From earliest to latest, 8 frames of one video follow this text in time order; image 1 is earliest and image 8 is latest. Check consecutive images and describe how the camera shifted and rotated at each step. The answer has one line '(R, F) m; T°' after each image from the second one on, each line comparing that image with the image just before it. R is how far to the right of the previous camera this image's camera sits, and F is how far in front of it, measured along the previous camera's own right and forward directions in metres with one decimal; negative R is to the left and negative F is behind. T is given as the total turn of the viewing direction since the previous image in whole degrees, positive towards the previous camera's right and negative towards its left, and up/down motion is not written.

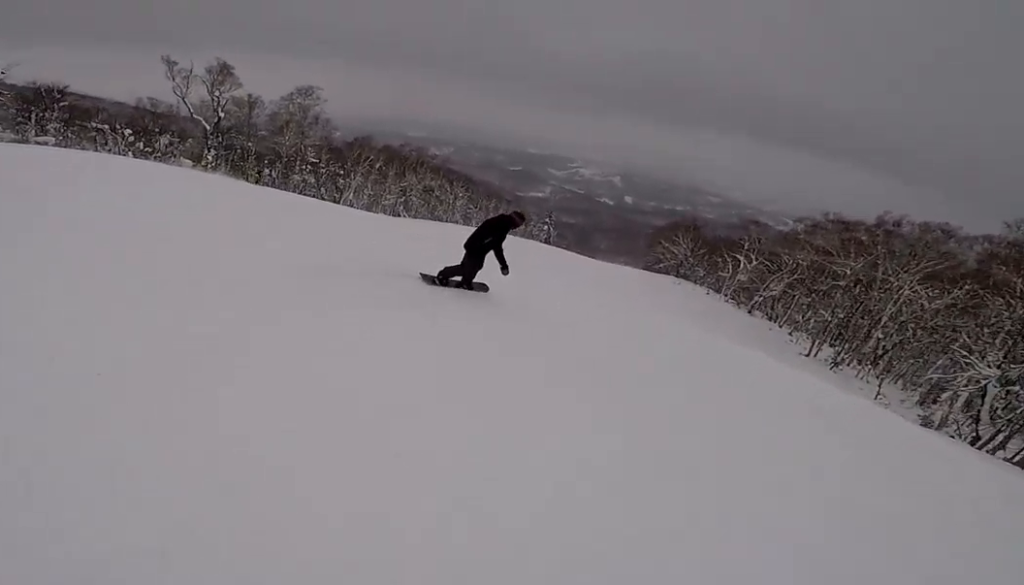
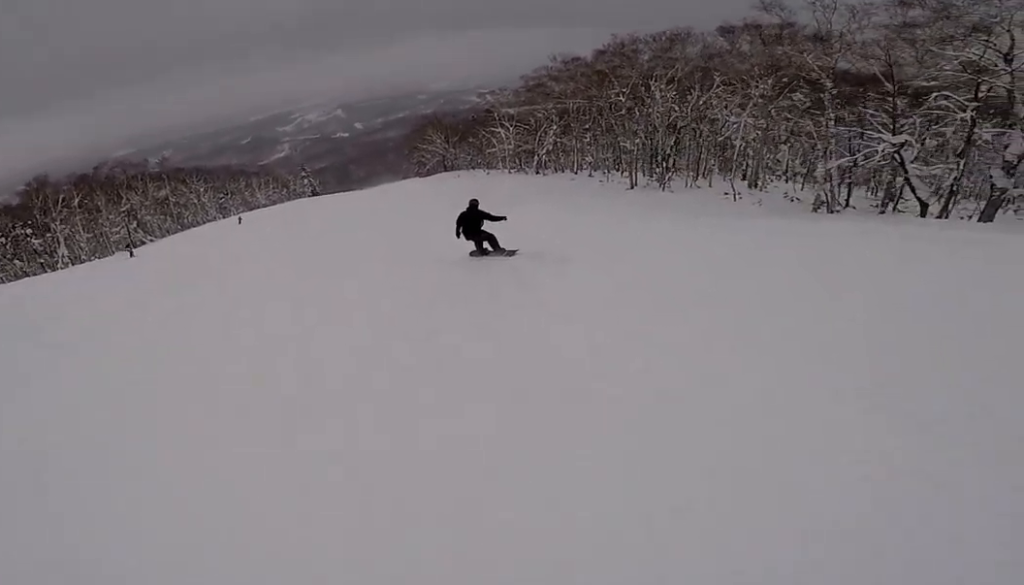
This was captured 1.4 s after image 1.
(+1.5, +13.6) m; +11°
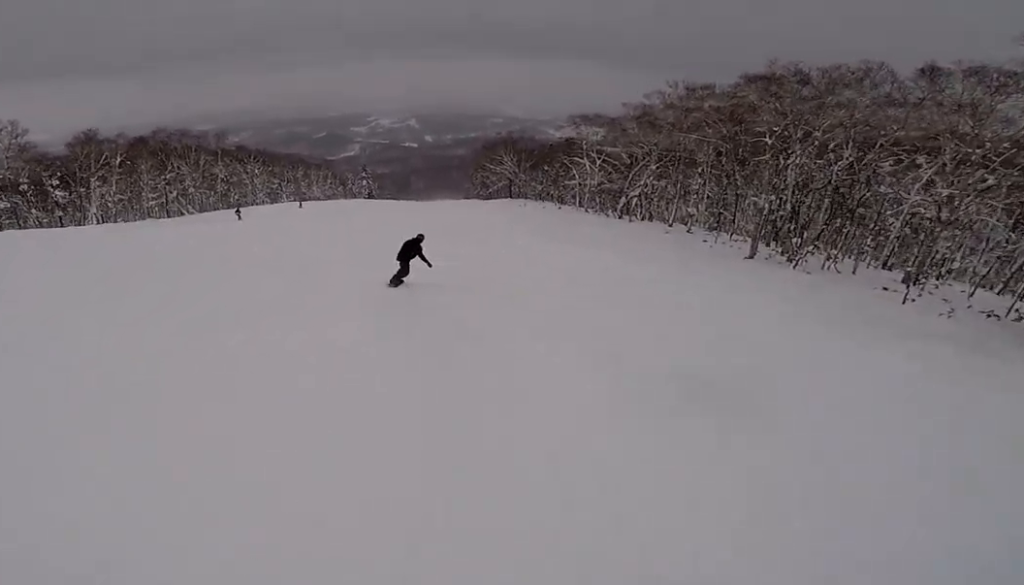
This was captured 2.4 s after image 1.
(+0.4, +10.3) m; -3°
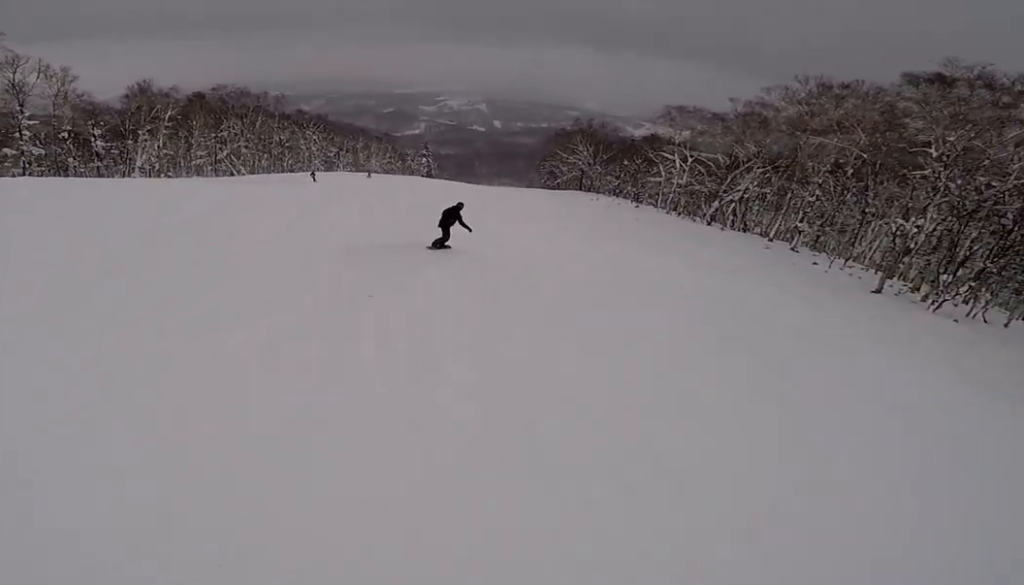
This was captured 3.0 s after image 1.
(-0.1, +5.8) m; -5°
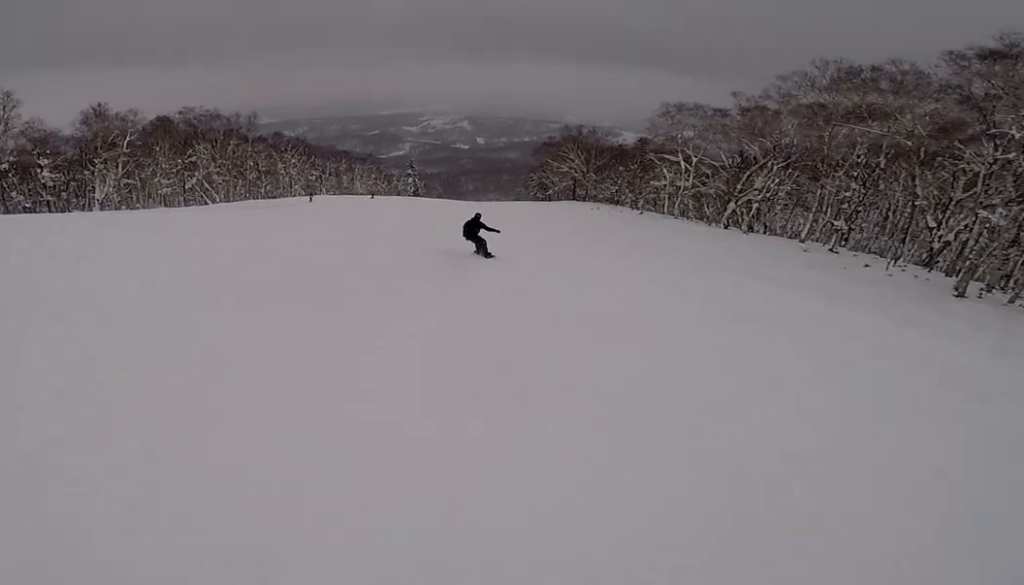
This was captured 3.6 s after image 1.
(-0.5, +6.2) m; -3°
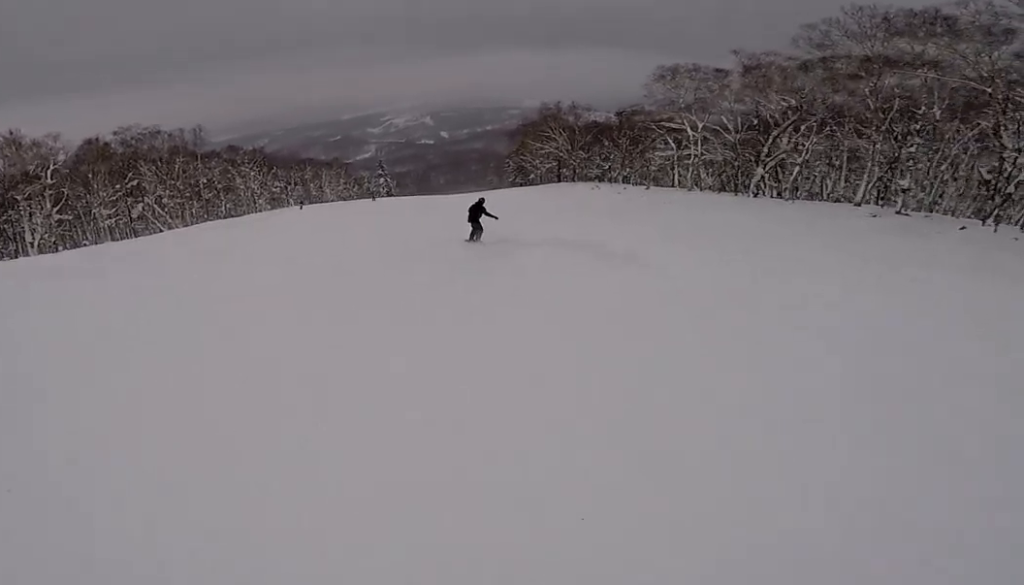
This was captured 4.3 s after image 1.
(-0.2, +7.7) m; +4°
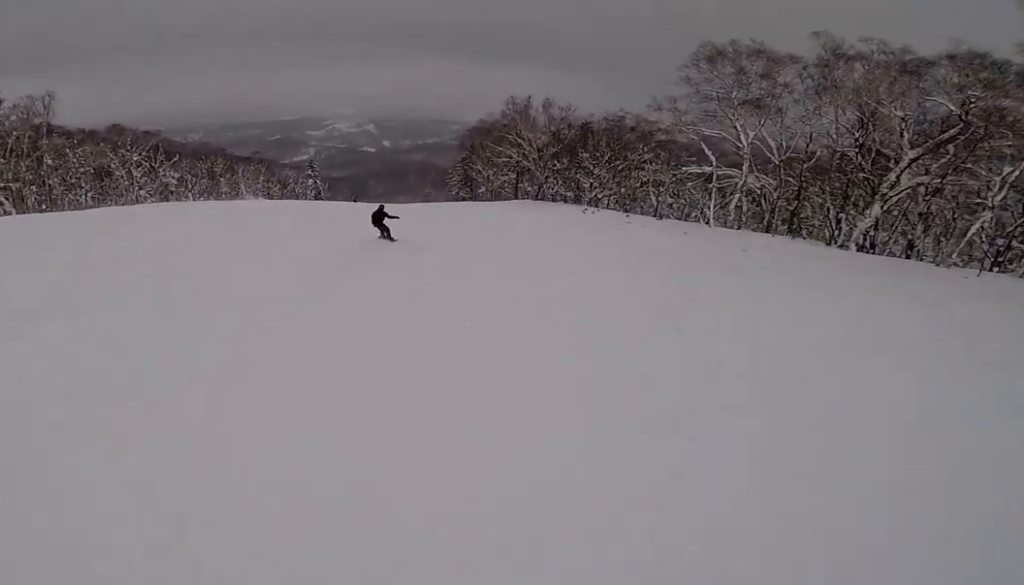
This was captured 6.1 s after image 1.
(+3.7, +17.9) m; +7°
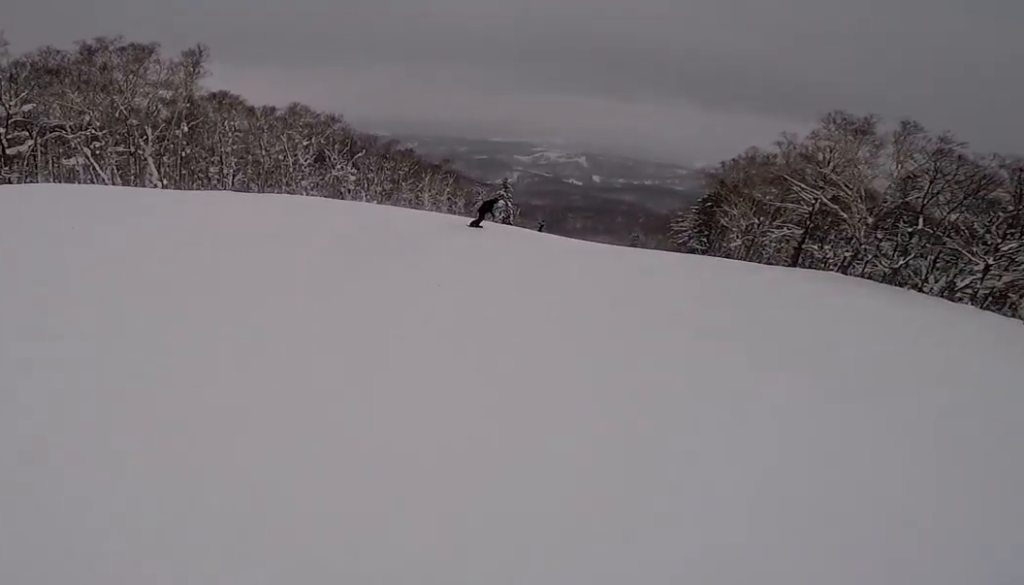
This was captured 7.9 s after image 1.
(-4.3, +18.8) m; -8°
